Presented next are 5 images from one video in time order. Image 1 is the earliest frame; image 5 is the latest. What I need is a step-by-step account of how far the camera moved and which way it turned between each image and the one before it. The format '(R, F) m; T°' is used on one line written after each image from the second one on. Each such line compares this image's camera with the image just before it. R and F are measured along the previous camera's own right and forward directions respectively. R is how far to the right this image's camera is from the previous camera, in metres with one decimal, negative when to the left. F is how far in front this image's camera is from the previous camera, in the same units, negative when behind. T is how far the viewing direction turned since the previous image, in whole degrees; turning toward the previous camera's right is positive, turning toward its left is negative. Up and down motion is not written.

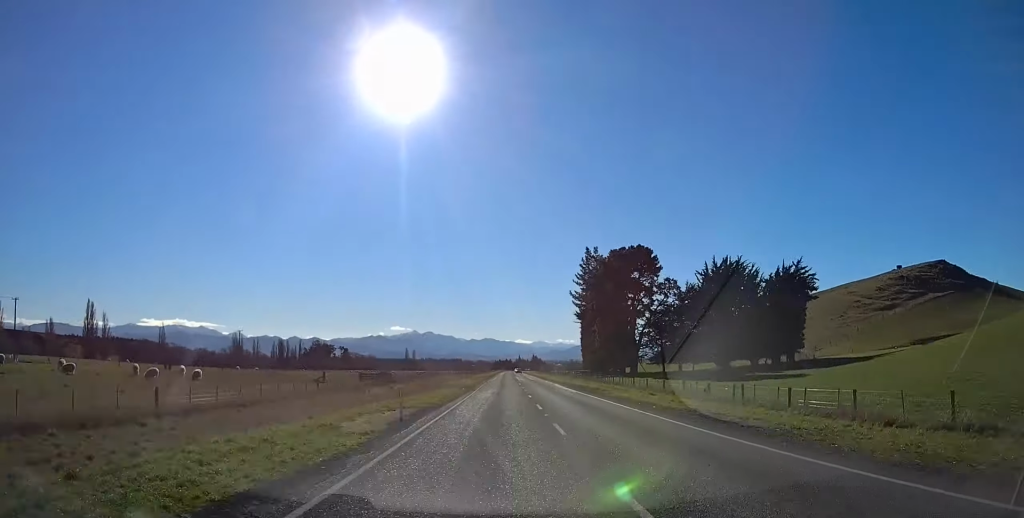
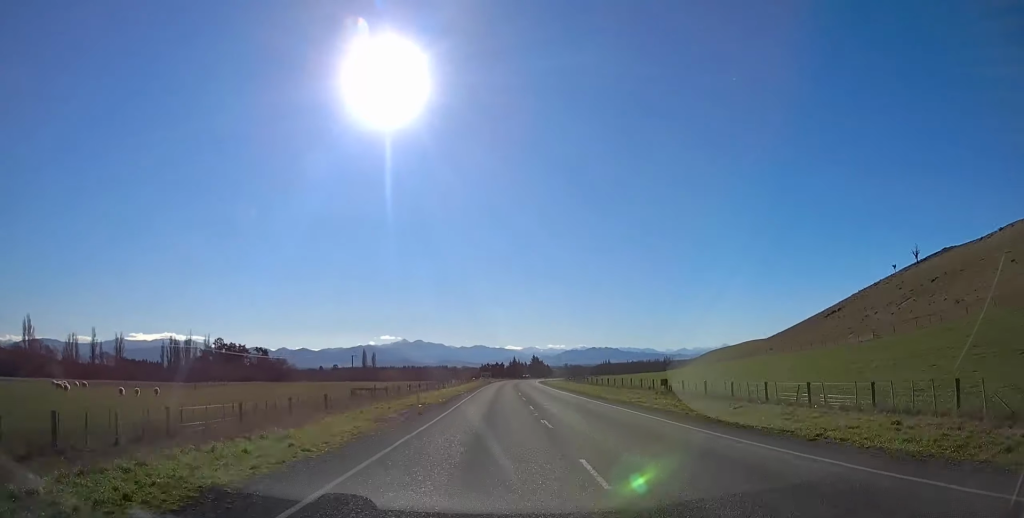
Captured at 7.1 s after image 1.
(+10.5, +217.0) m; +5°
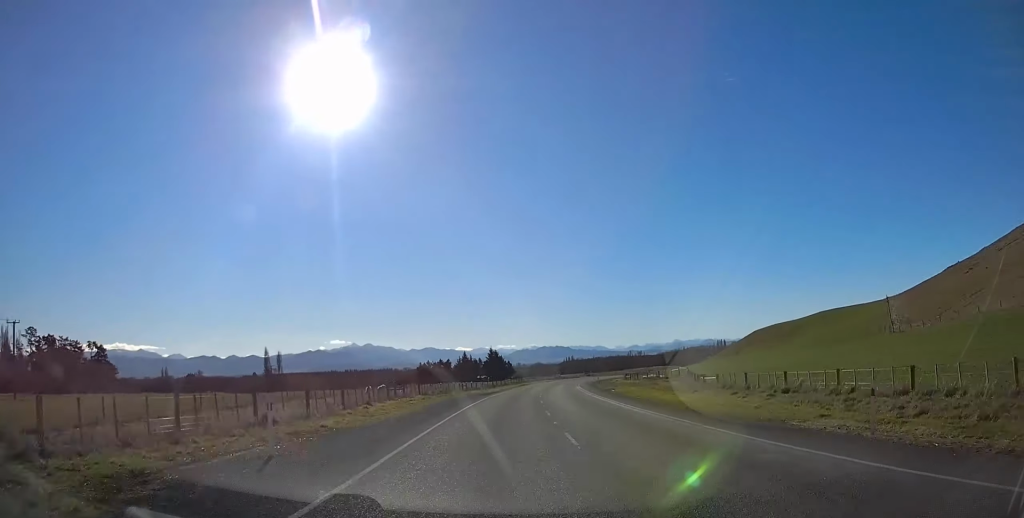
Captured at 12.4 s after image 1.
(+4.6, +149.1) m; +6°
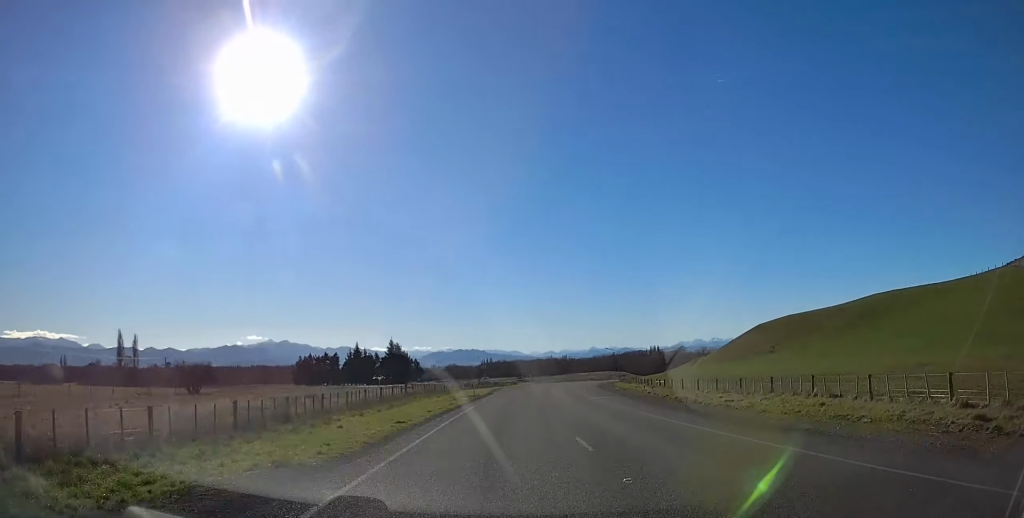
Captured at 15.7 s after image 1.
(+4.4, +92.4) m; +6°
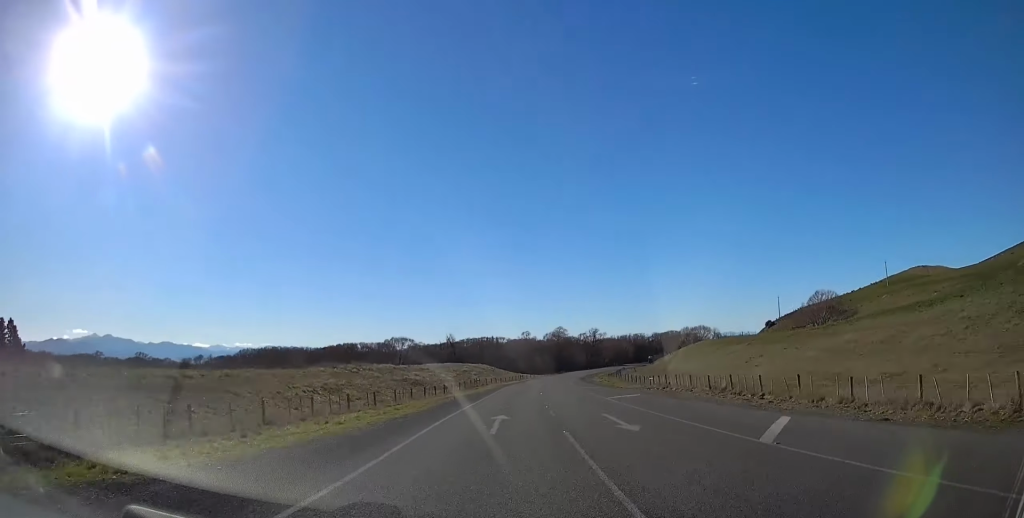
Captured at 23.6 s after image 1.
(+32.0, +215.5) m; +16°
